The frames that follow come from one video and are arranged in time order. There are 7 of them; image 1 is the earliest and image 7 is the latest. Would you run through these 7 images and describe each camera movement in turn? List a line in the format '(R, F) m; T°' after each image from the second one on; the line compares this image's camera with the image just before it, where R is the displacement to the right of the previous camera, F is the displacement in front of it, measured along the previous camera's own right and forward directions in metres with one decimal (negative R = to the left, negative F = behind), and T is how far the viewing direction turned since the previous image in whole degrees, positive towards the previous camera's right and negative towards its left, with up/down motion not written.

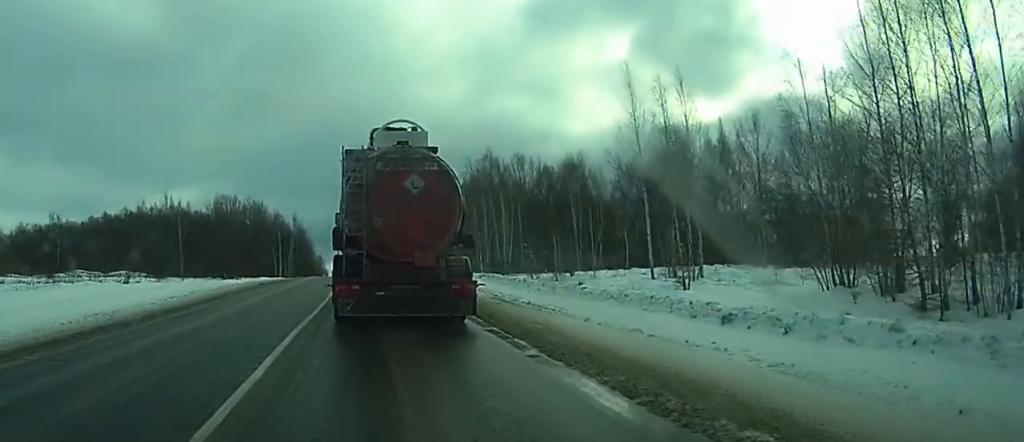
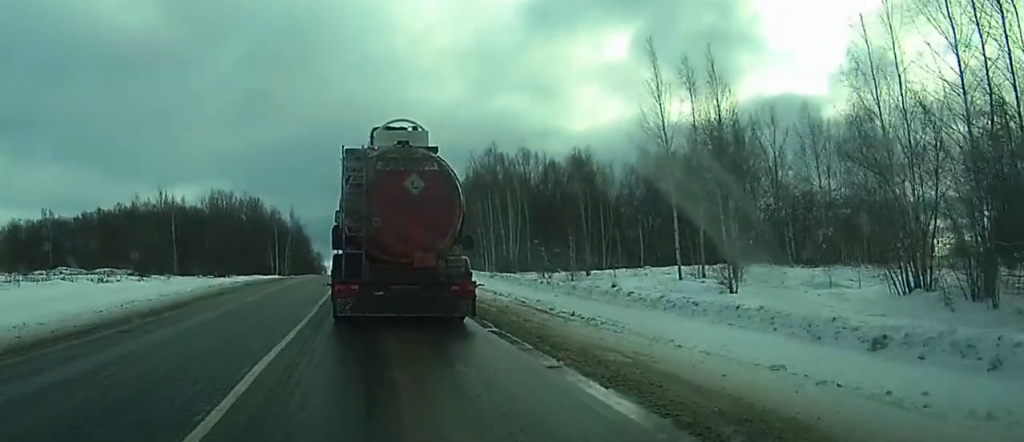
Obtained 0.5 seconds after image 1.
(-0.3, +5.2) m; 0°
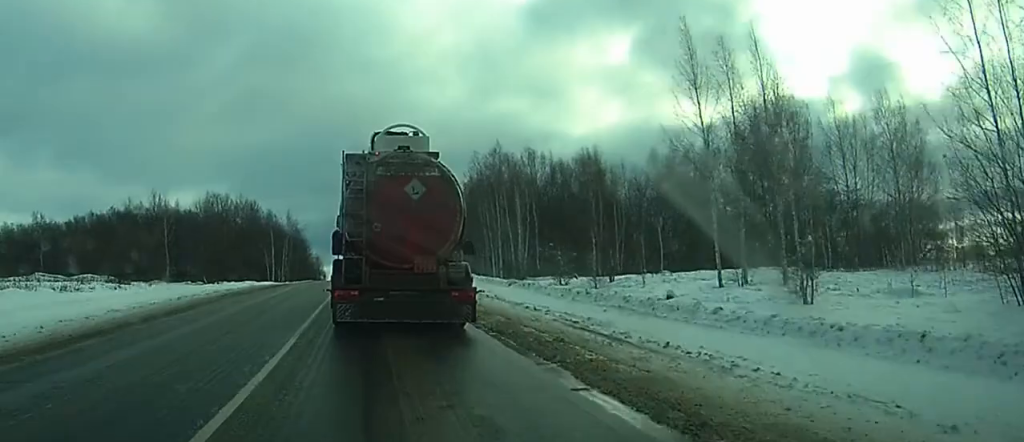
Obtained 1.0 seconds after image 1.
(+0.3, +6.0) m; +1°
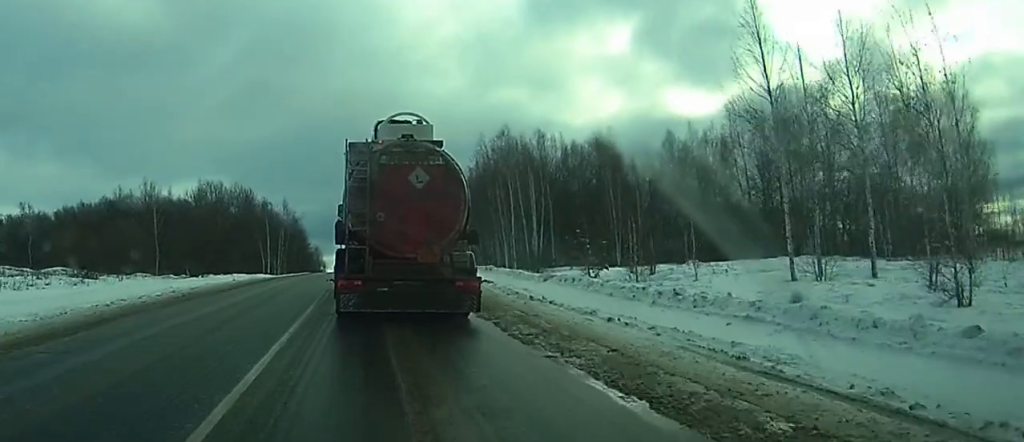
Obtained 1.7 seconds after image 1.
(+0.2, +8.0) m; +1°
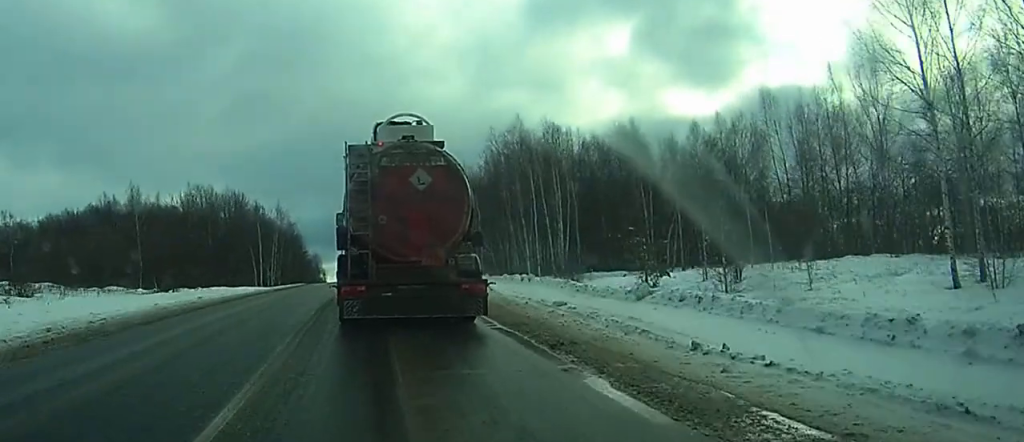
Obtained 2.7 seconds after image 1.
(-0.1, +11.1) m; -1°
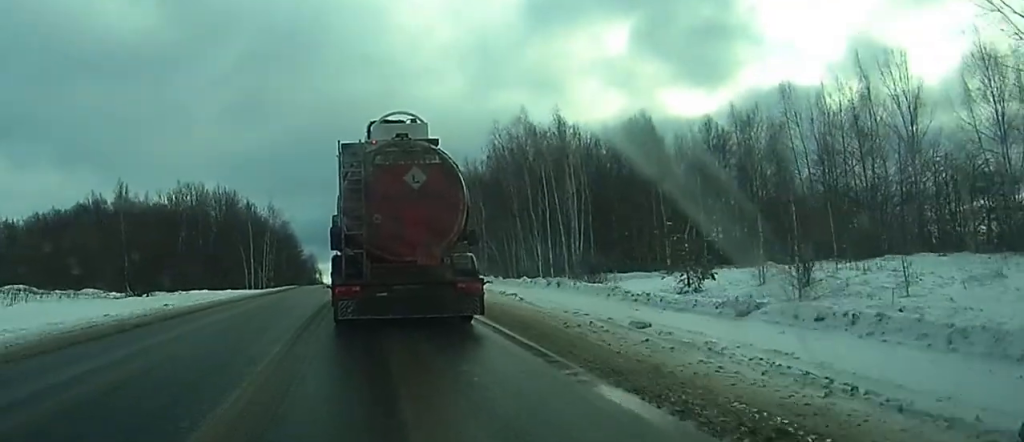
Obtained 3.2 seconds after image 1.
(0.0, +6.1) m; 0°
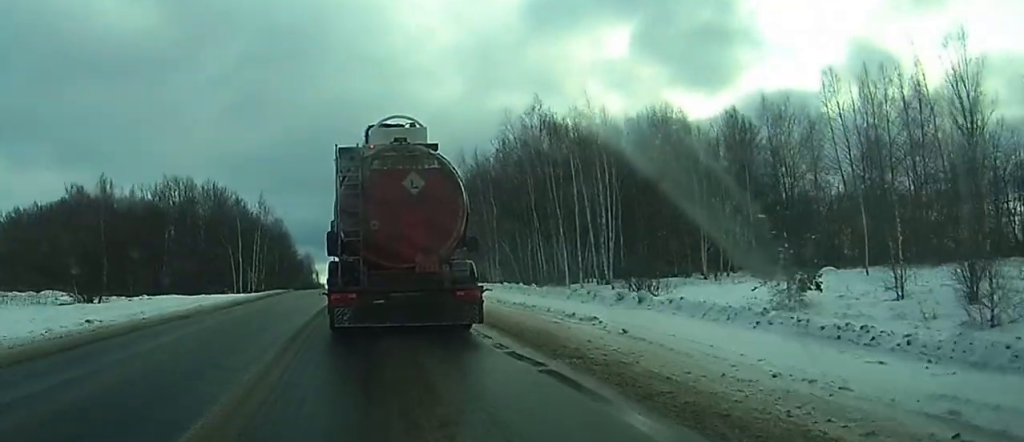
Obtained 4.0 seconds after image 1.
(0.0, +9.1) m; 0°
